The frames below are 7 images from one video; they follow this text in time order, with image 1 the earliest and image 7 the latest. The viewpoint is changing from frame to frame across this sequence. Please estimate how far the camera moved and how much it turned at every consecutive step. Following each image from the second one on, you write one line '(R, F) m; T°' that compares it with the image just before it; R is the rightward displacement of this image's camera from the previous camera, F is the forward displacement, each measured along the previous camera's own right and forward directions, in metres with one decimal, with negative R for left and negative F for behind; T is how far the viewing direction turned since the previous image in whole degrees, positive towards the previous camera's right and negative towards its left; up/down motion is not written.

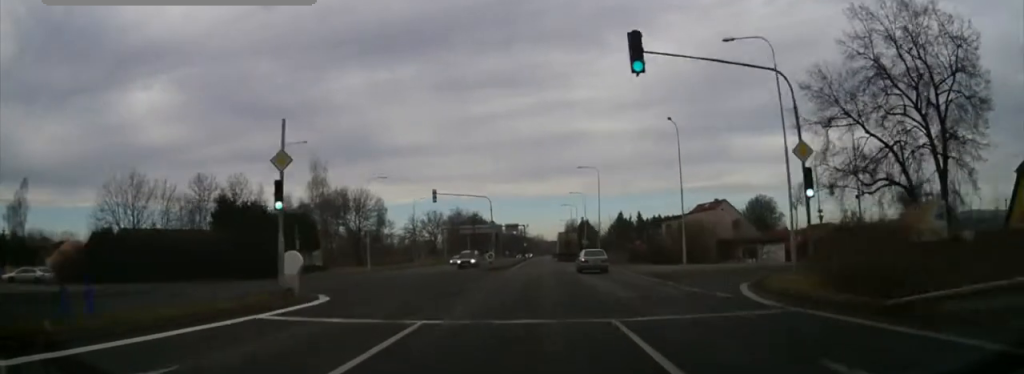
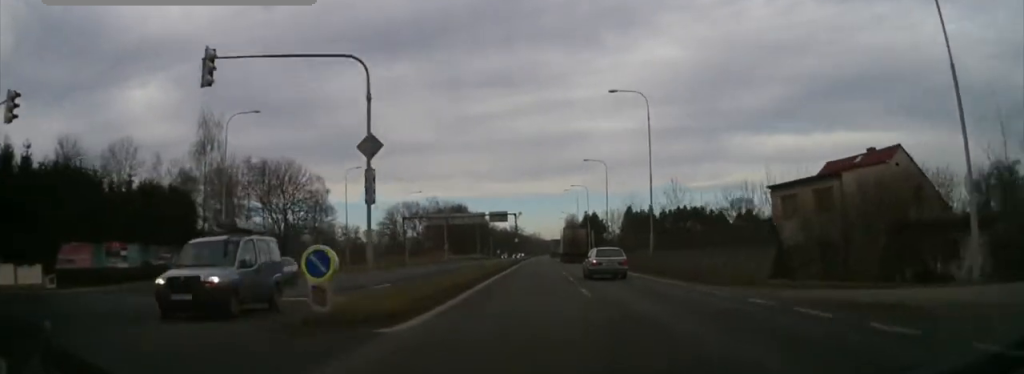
(+8.8, +32.8) m; +20°
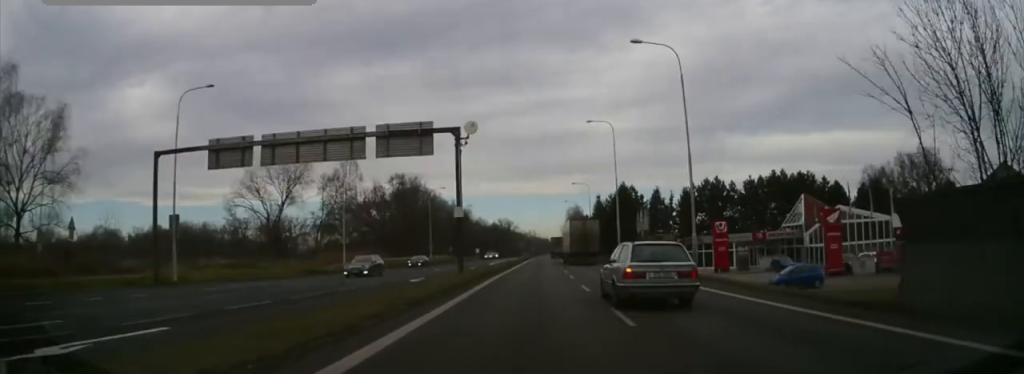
(-6.0, +53.9) m; -10°
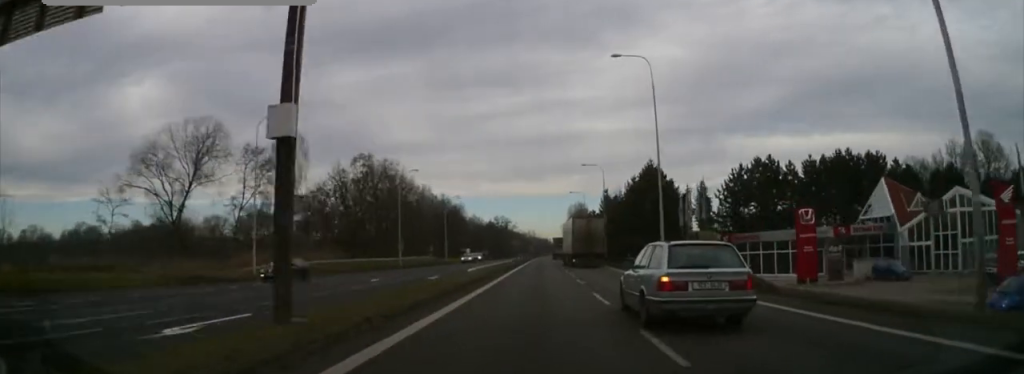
(0.0, +17.6) m; 0°
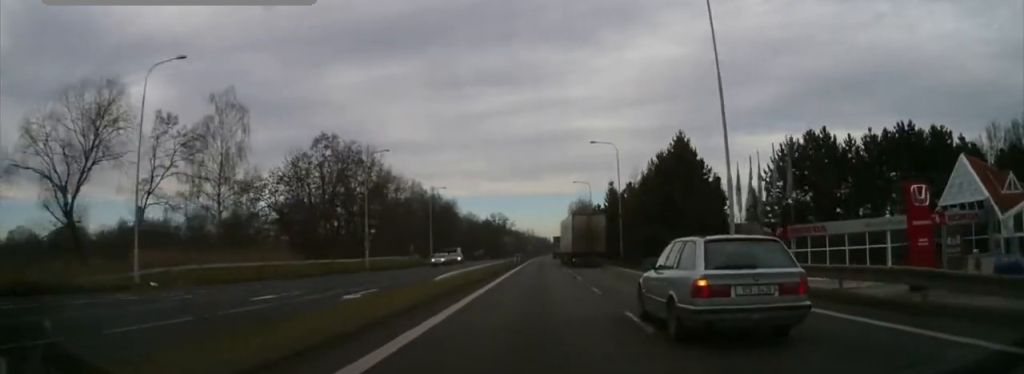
(0.0, +13.6) m; 0°
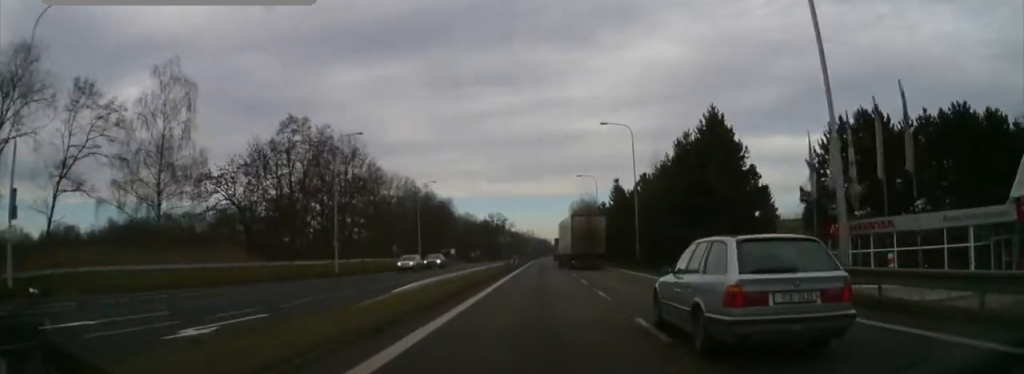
(0.0, +9.8) m; 0°
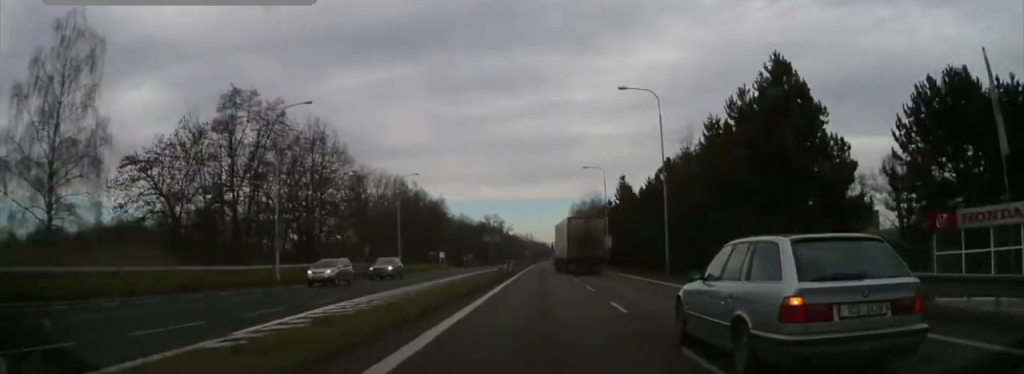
(0.0, +12.3) m; 0°
